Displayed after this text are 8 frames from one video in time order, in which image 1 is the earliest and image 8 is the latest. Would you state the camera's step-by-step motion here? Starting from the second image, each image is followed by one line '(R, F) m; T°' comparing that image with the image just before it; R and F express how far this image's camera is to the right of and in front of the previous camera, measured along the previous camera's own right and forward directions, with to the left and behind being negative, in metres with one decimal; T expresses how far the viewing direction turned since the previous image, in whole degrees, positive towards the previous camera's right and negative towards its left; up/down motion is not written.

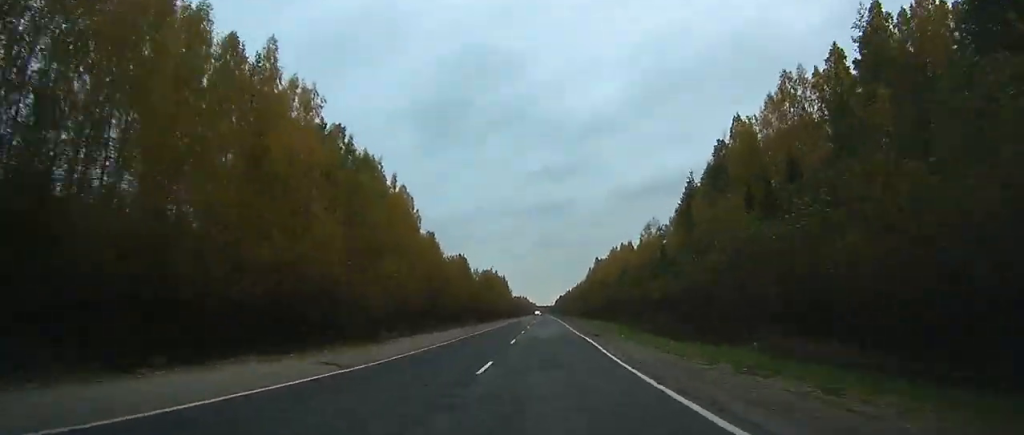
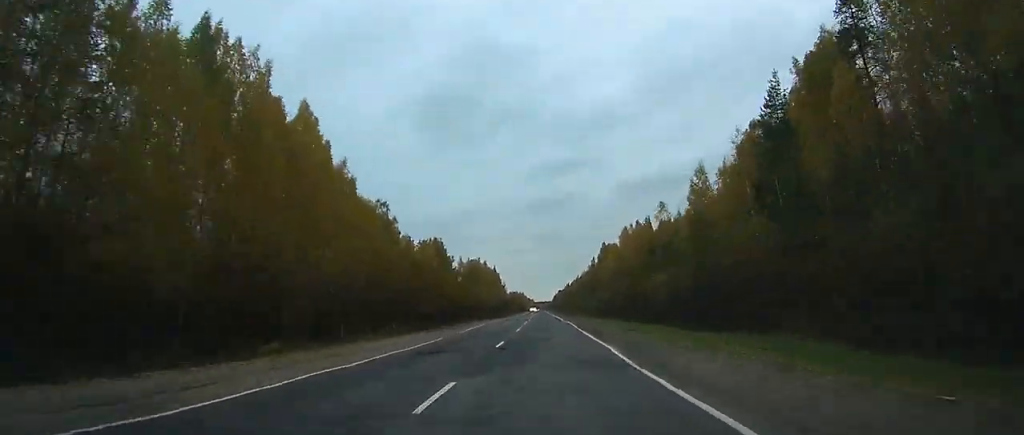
(+0.1, +42.6) m; 0°
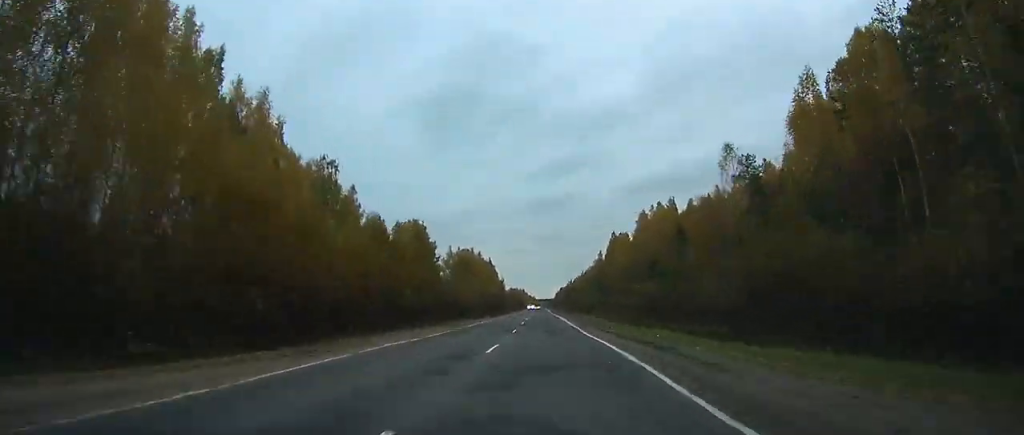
(-0.1, +28.5) m; 0°
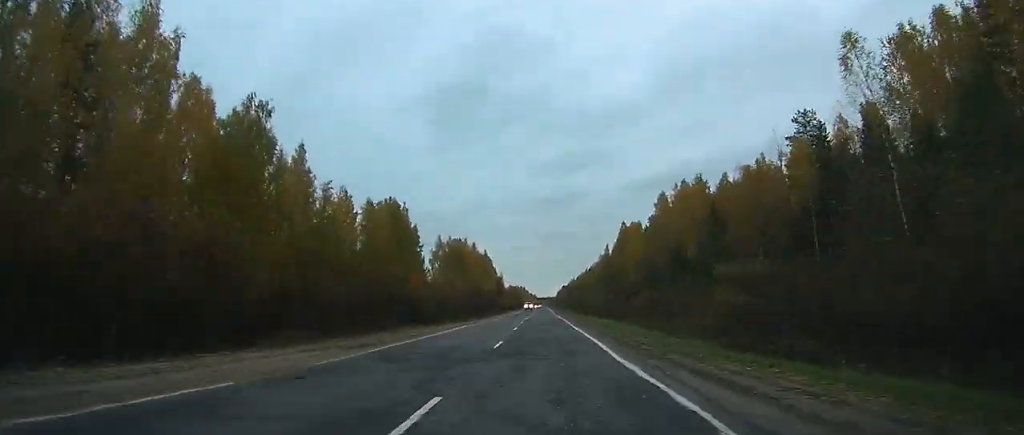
(-0.1, +21.9) m; 0°
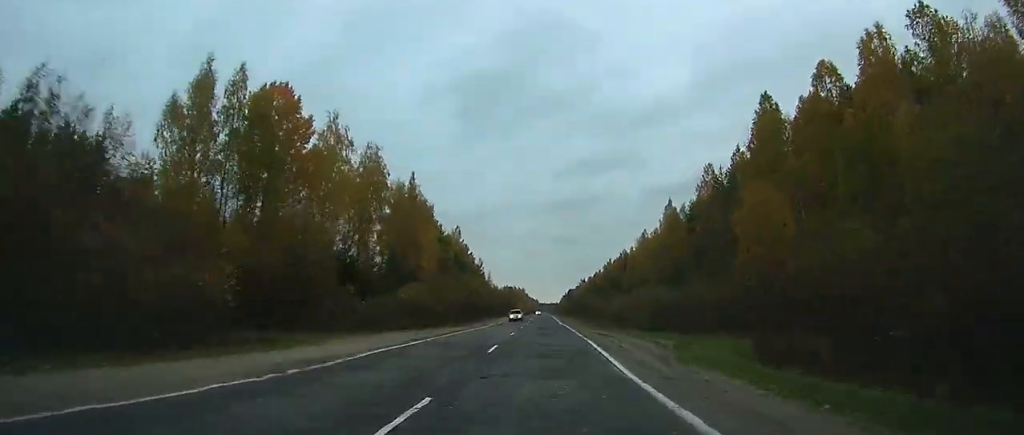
(-0.4, +117.1) m; 0°
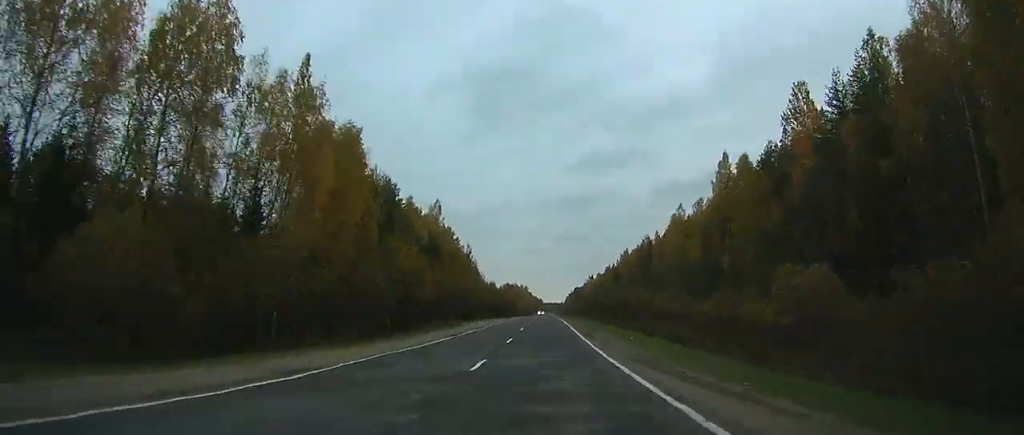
(0.0, +42.4) m; 0°
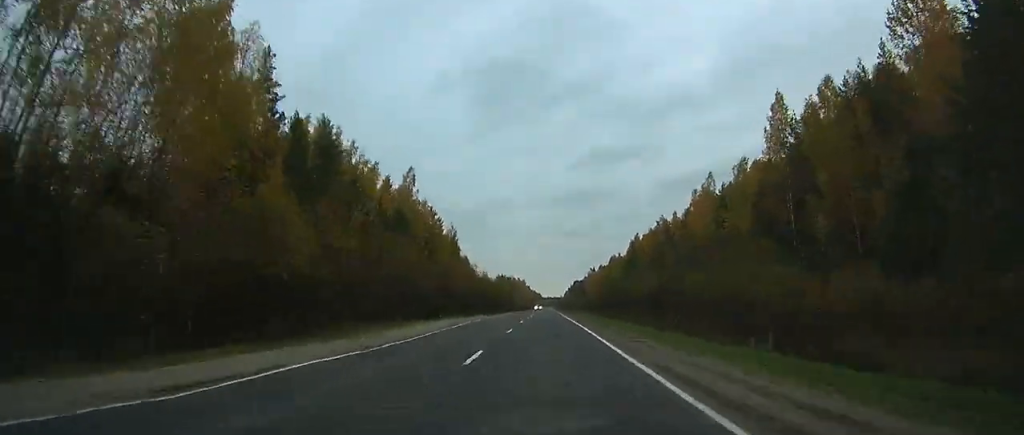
(-0.1, +26.1) m; 0°
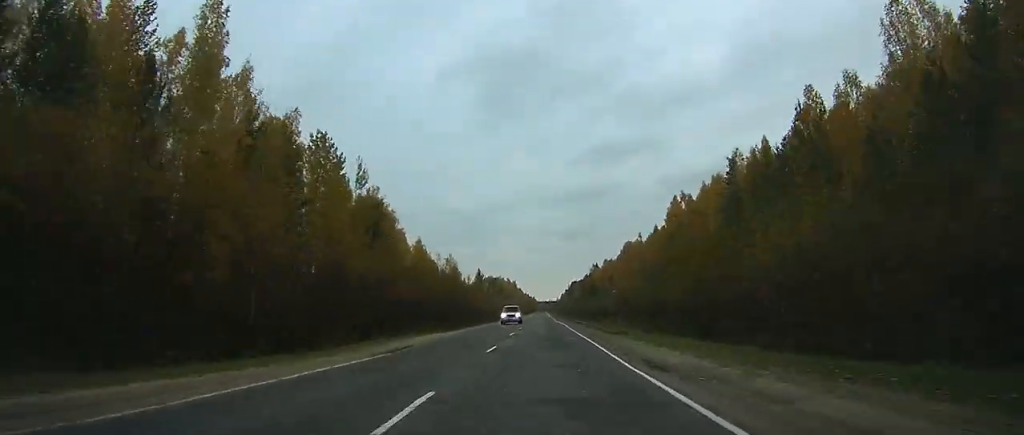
(+0.2, +64.5) m; 0°
